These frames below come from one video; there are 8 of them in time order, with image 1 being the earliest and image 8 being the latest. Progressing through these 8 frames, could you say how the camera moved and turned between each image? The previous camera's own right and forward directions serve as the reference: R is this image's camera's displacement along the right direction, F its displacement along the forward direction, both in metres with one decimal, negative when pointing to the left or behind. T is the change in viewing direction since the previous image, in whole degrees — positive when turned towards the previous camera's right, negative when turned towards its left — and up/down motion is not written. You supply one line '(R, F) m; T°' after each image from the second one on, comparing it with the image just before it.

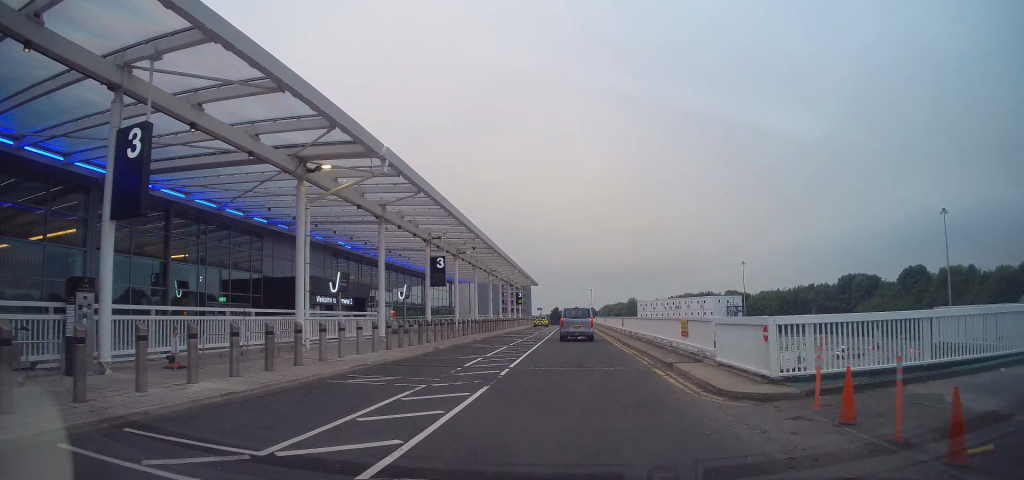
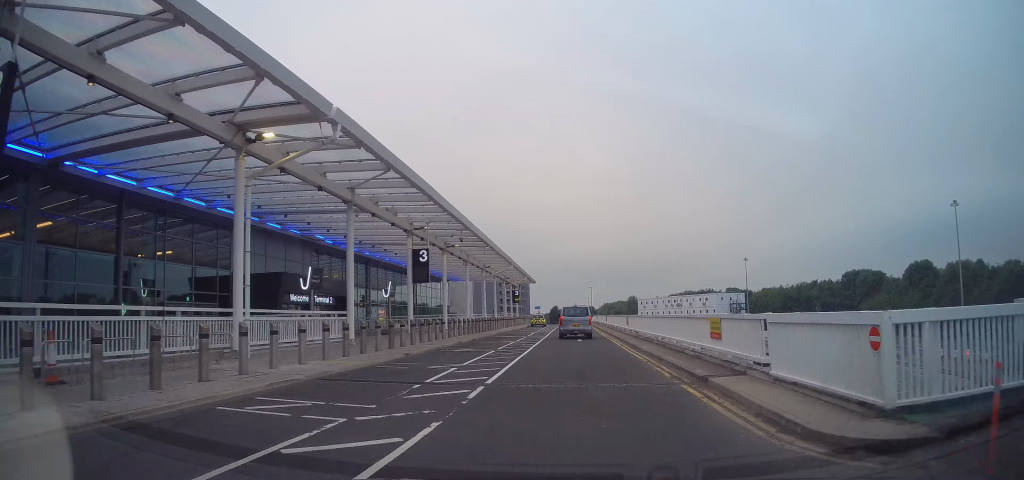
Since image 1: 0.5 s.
(0.0, +3.9) m; 0°
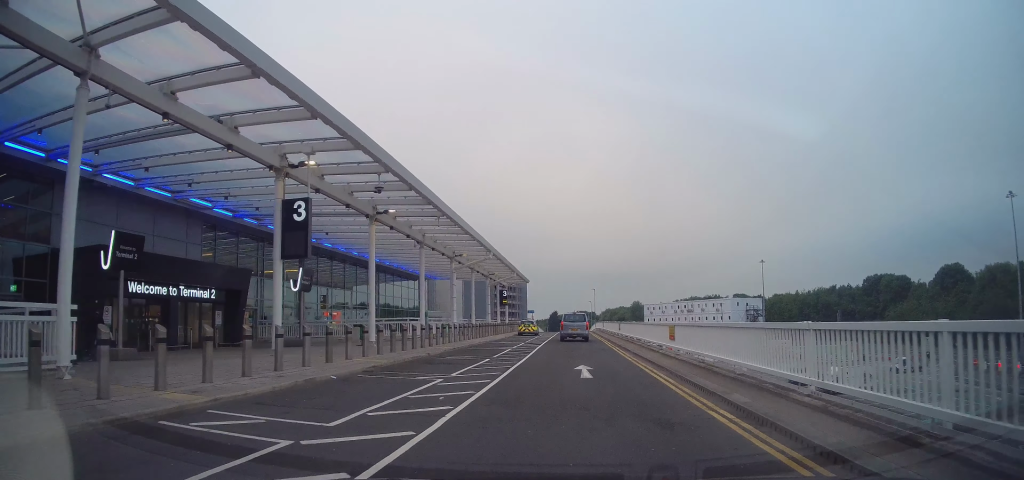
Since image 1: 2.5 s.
(-0.4, +15.8) m; -3°
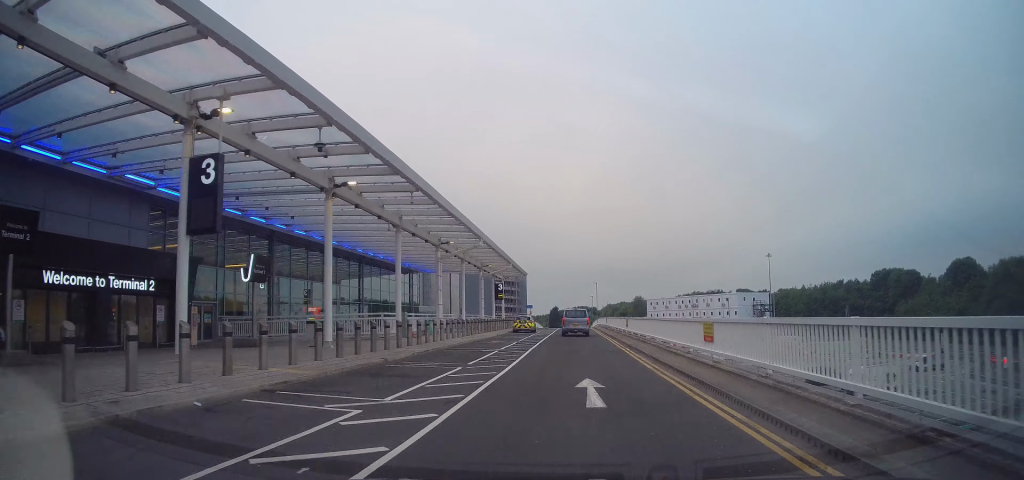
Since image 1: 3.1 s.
(0.0, +5.2) m; +1°
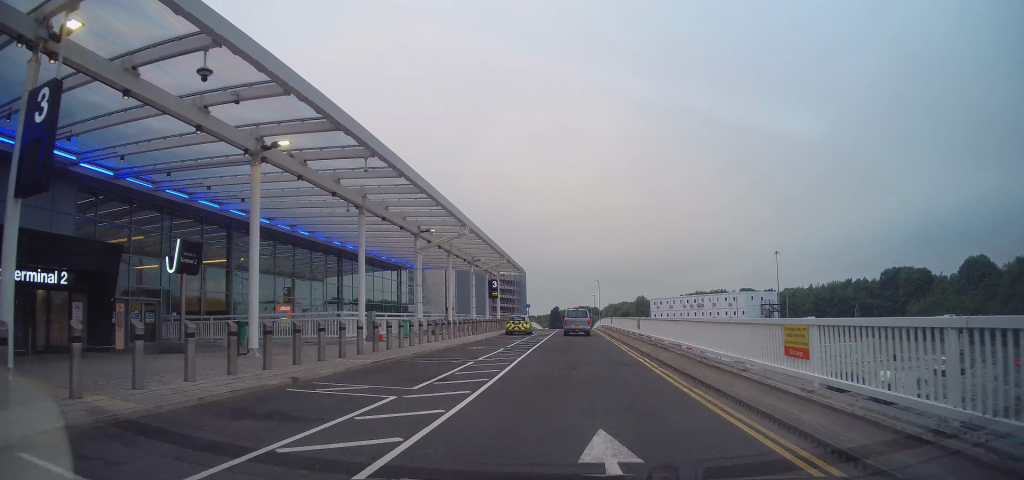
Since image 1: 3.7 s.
(+0.1, +5.8) m; +2°
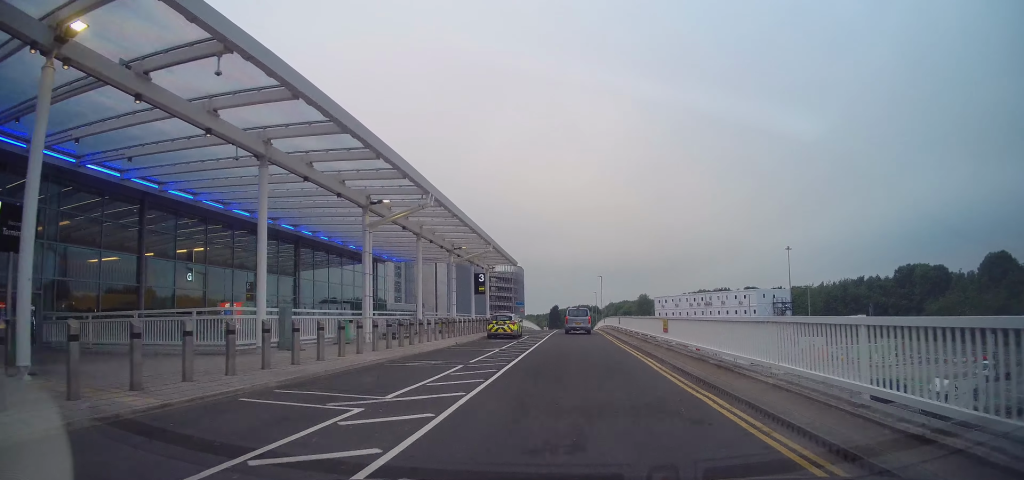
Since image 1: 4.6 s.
(+0.2, +9.0) m; +1°
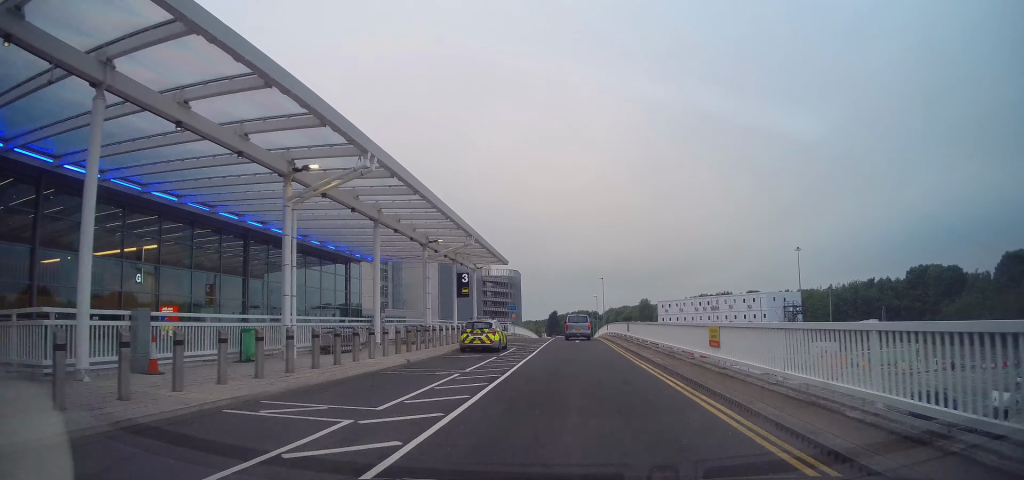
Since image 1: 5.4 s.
(+0.2, +7.5) m; -1°
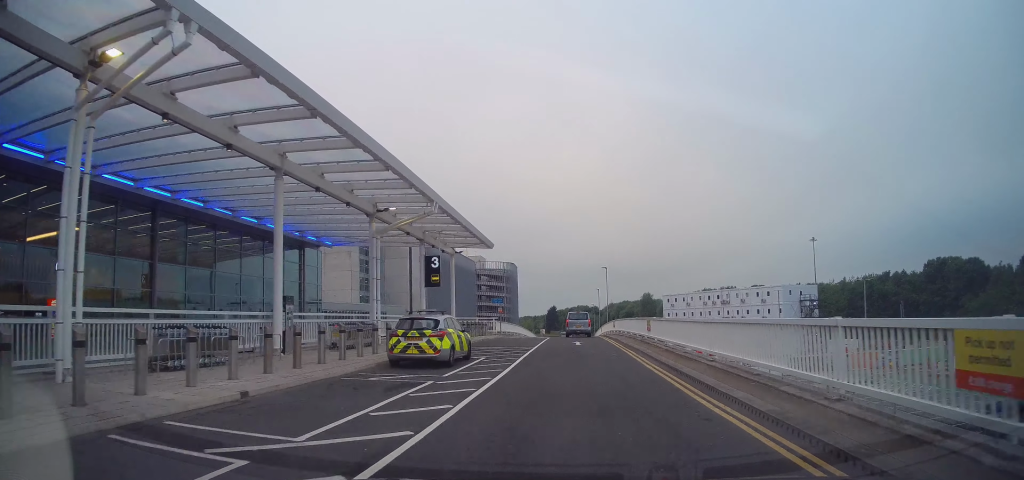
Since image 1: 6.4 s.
(-0.5, +9.5) m; 0°
